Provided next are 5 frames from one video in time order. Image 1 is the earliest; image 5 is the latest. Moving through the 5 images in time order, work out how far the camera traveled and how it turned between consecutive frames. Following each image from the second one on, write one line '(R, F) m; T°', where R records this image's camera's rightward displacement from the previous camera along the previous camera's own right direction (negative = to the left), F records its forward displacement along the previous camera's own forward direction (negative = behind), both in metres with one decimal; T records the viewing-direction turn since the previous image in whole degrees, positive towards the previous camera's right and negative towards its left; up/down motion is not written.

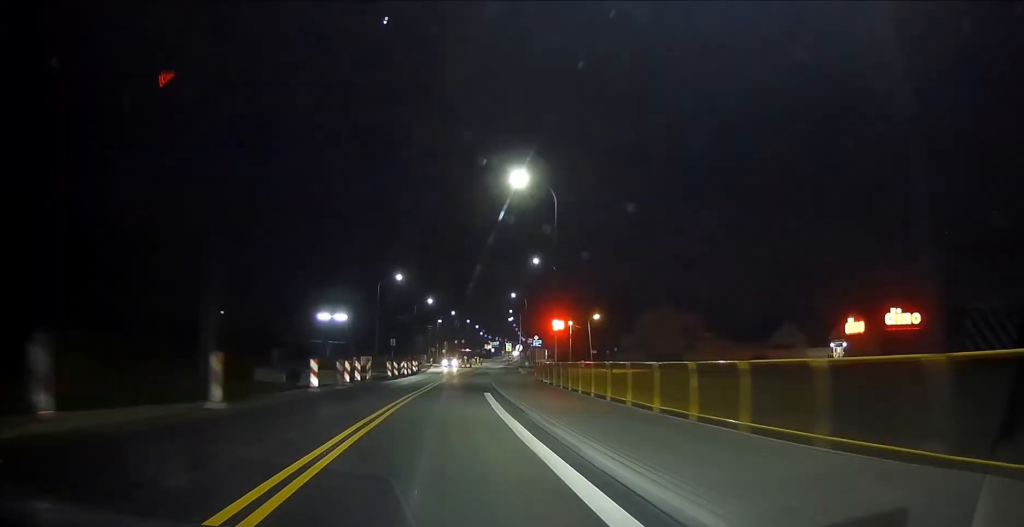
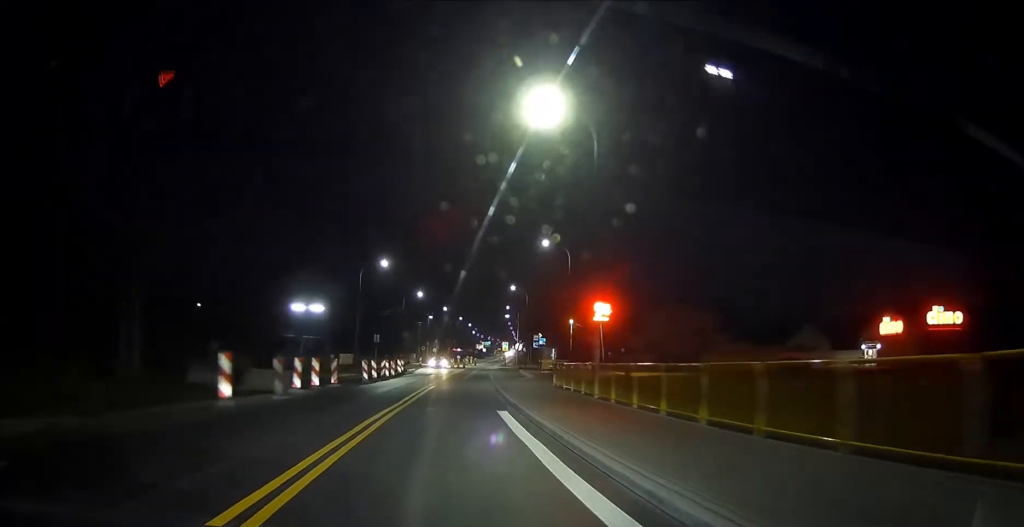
(0.0, +10.2) m; +1°
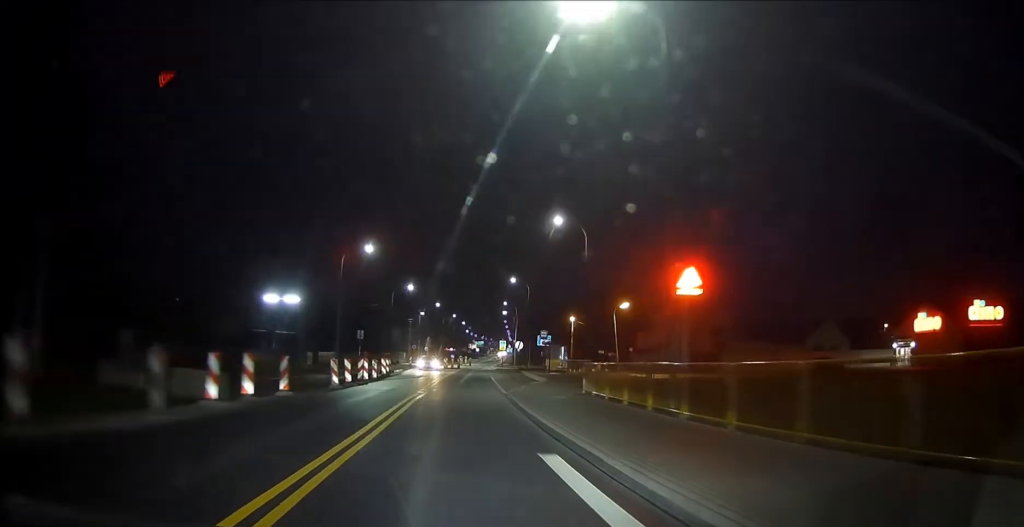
(0.0, +8.6) m; +1°
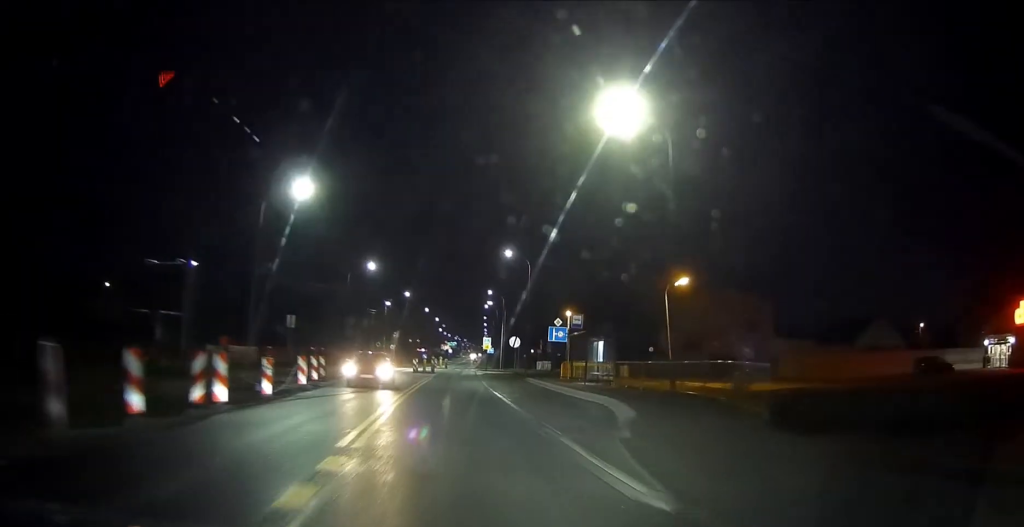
(+0.5, +20.8) m; +2°
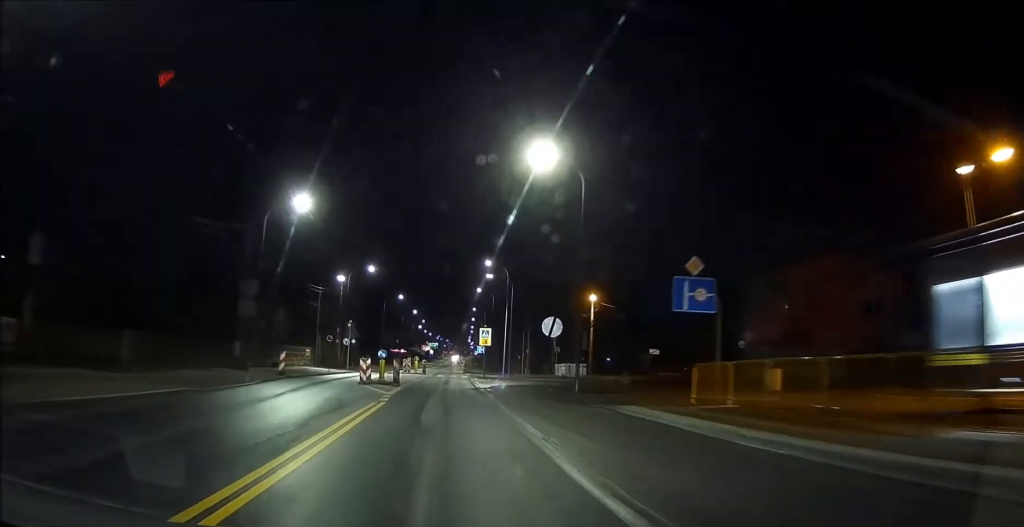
(+0.4, +28.1) m; +2°
